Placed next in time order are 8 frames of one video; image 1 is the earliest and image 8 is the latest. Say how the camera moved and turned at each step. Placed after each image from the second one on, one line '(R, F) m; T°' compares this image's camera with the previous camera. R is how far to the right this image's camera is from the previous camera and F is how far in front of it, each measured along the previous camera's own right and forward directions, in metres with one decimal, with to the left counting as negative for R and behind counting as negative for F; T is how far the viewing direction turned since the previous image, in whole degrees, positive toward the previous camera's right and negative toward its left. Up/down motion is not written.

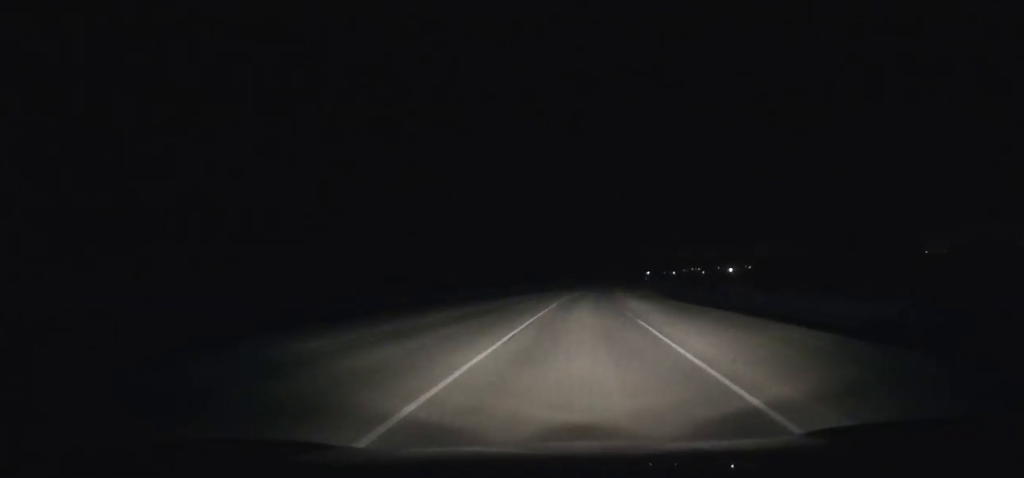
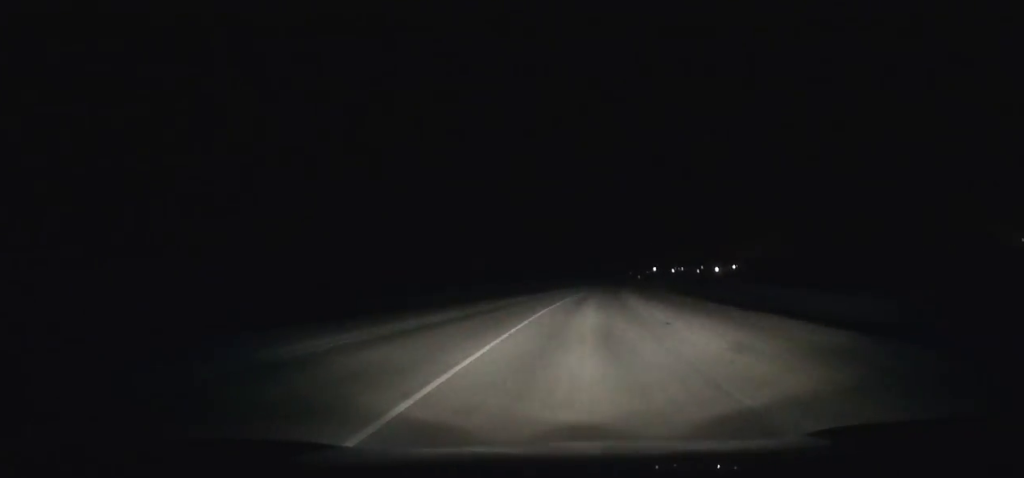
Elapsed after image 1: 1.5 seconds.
(+0.3, +43.2) m; +2°
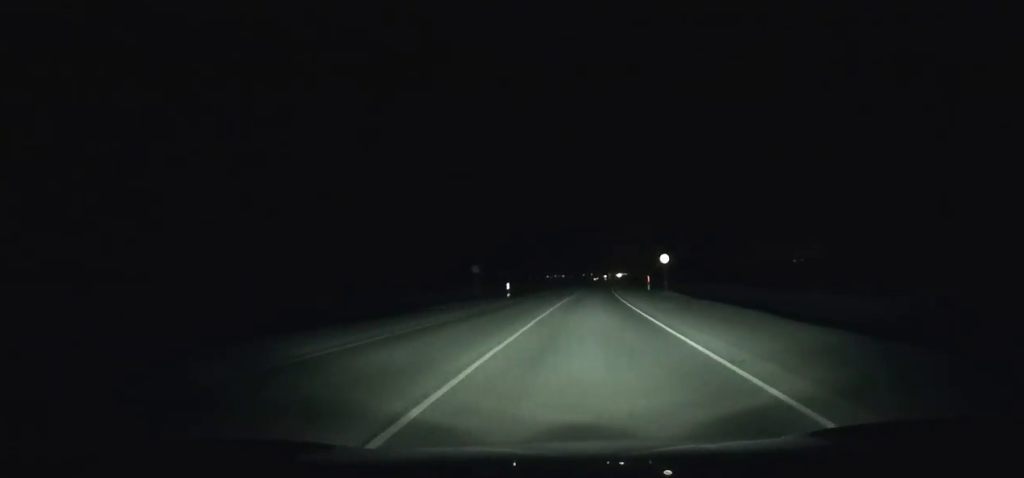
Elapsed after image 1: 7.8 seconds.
(+16.0, +184.4) m; +10°
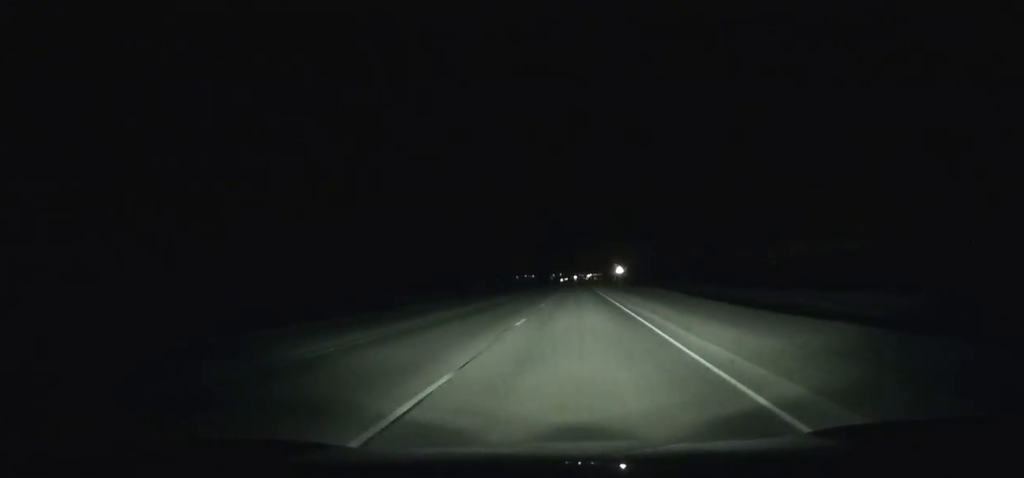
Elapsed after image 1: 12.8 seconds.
(+7.1, +152.9) m; +3°
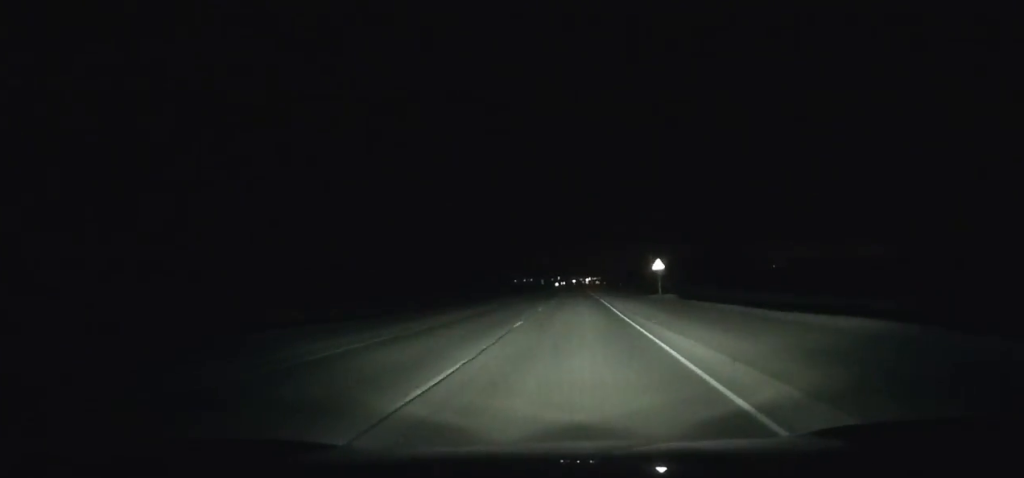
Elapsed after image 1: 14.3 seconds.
(+0.1, +46.8) m; 0°
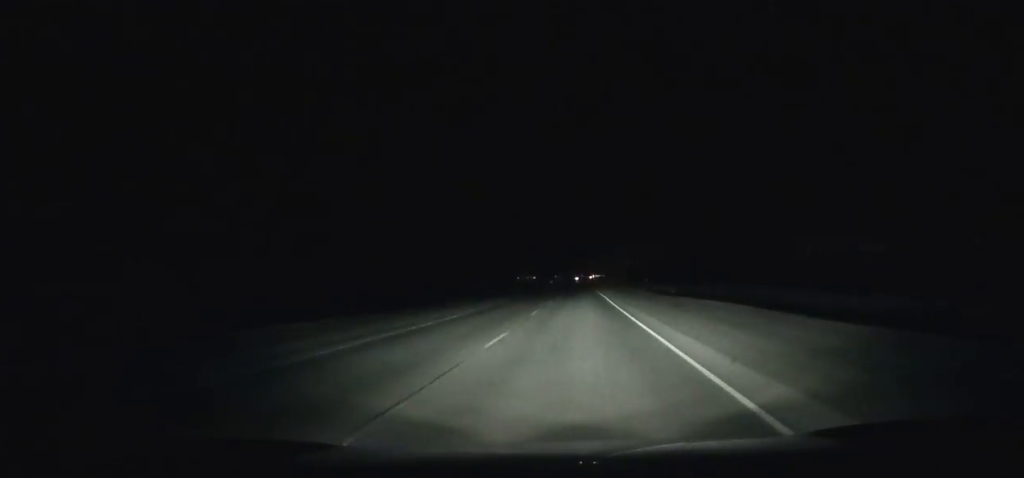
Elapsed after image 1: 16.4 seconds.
(0.0, +66.2) m; 0°
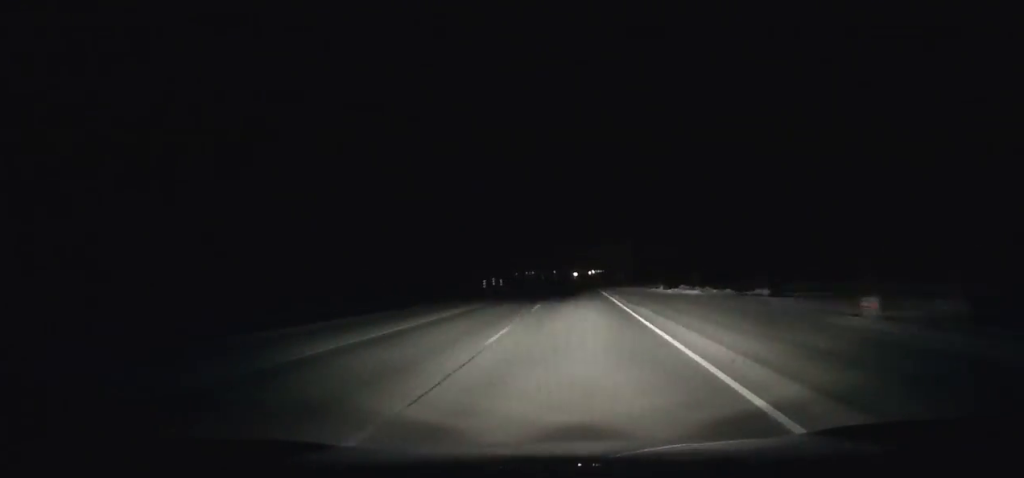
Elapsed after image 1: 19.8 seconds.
(-0.7, +107.4) m; -1°
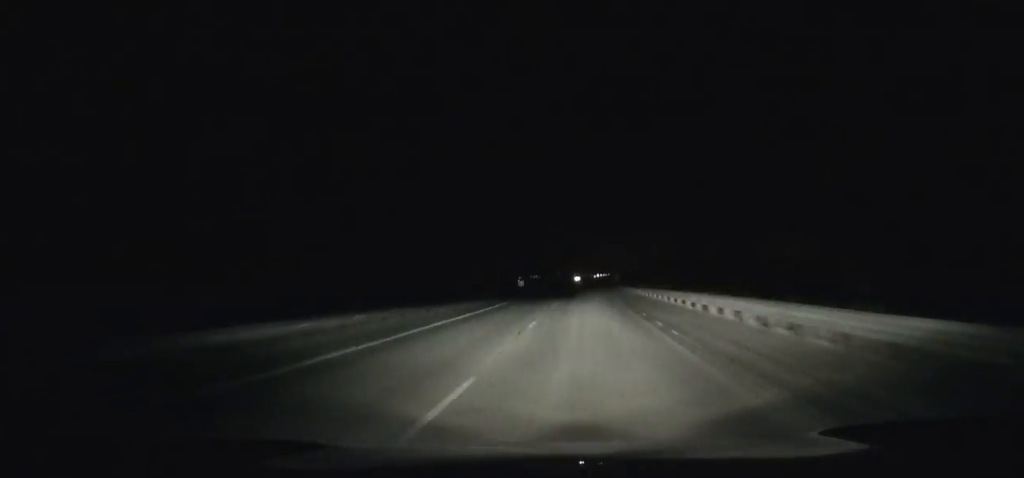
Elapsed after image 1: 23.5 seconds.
(-0.1, +116.0) m; 0°
